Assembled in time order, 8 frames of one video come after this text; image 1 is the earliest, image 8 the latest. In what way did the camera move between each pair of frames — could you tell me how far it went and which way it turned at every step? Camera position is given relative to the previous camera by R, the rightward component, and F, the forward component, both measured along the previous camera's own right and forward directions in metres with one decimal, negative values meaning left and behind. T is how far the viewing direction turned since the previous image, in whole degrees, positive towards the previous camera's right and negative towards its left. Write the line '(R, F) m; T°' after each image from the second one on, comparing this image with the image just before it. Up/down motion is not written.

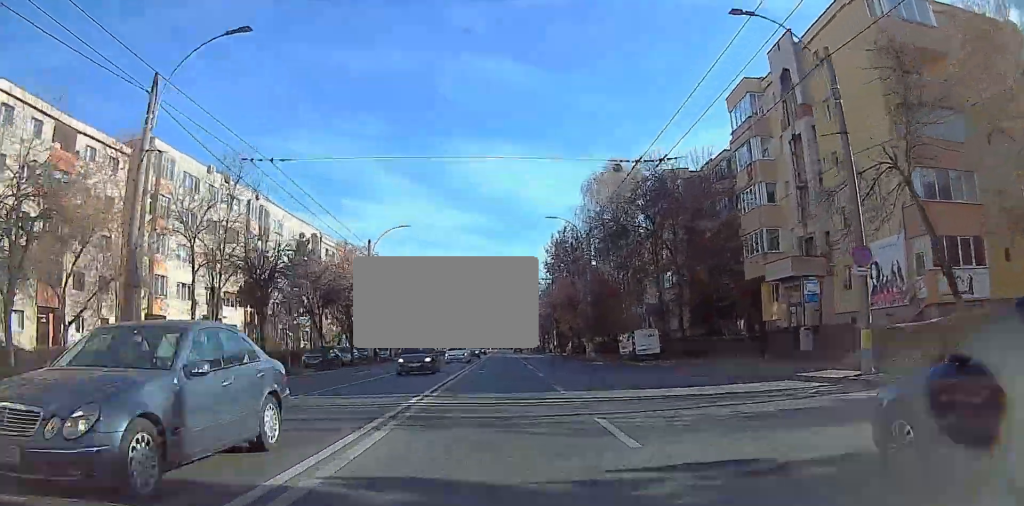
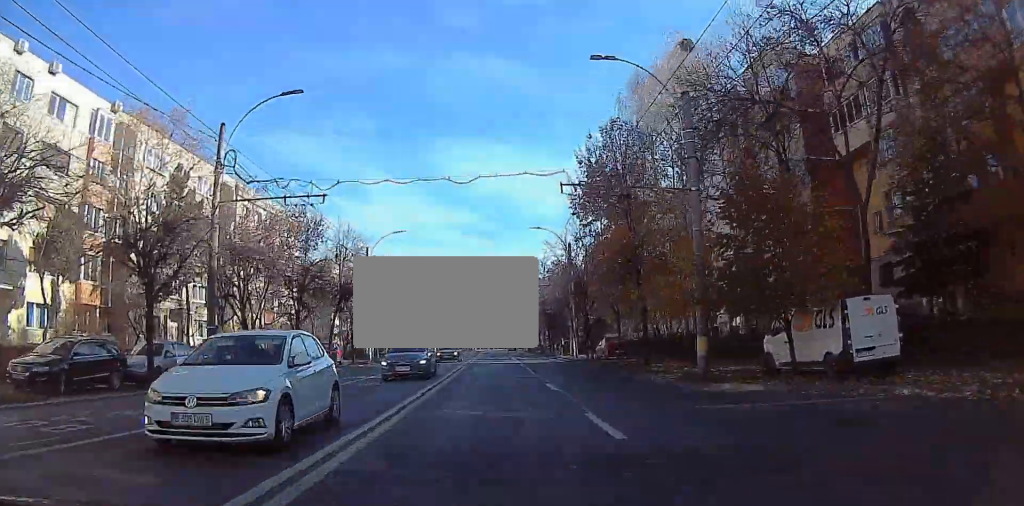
(+0.1, +25.6) m; 0°
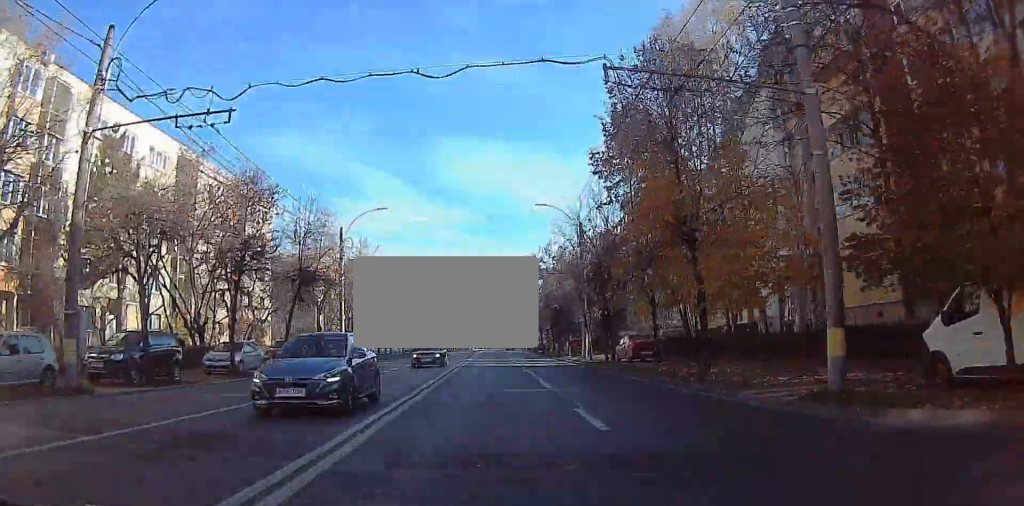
(0.0, +8.0) m; 0°
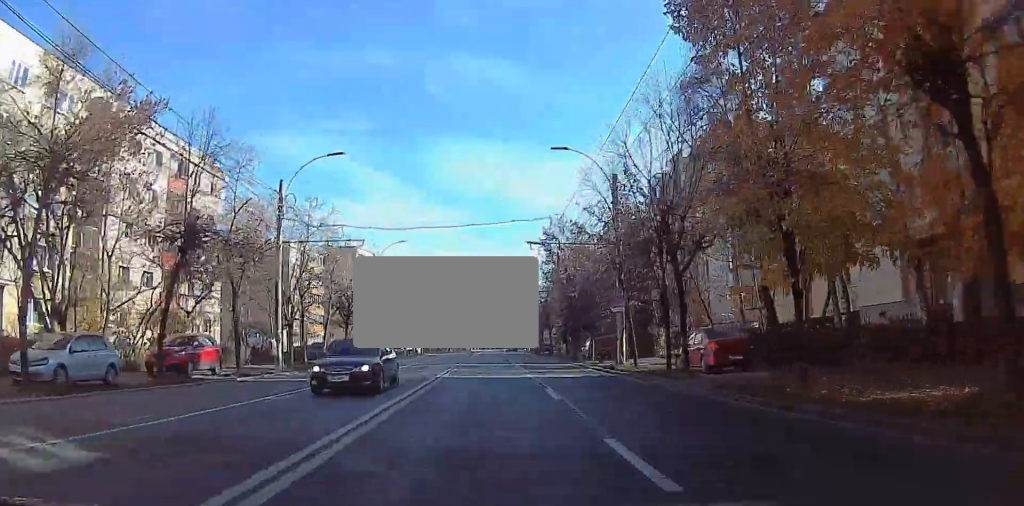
(0.0, +12.2) m; +1°
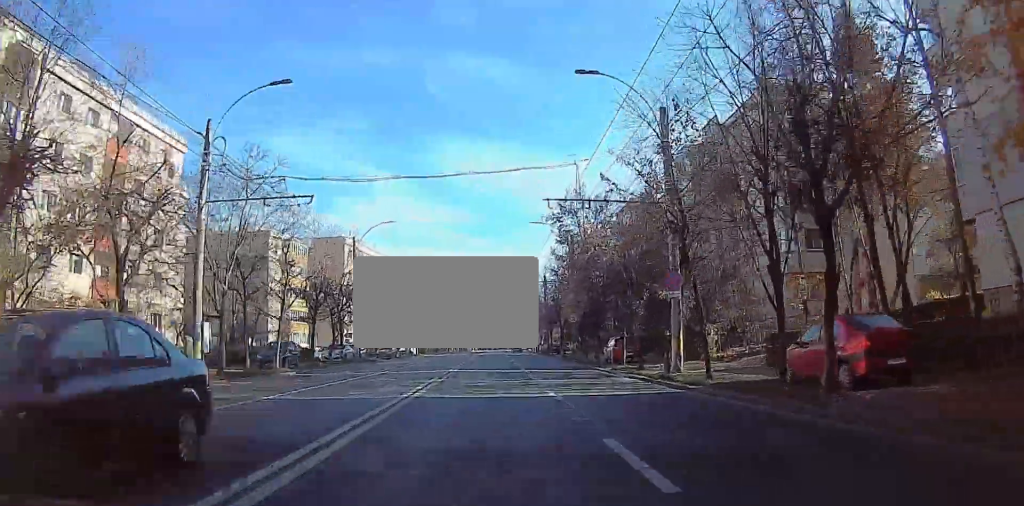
(-0.1, +8.4) m; +1°
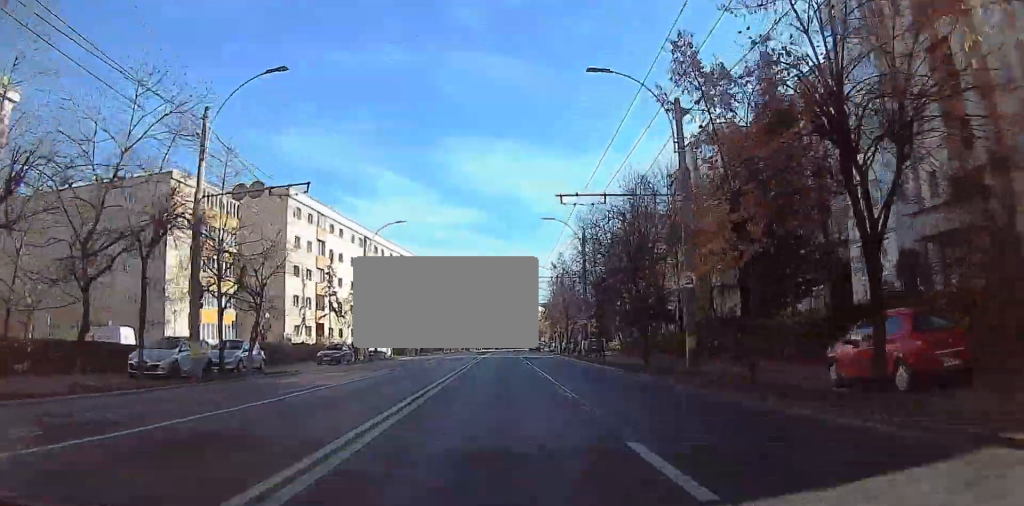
(+0.8, +24.2) m; +2°
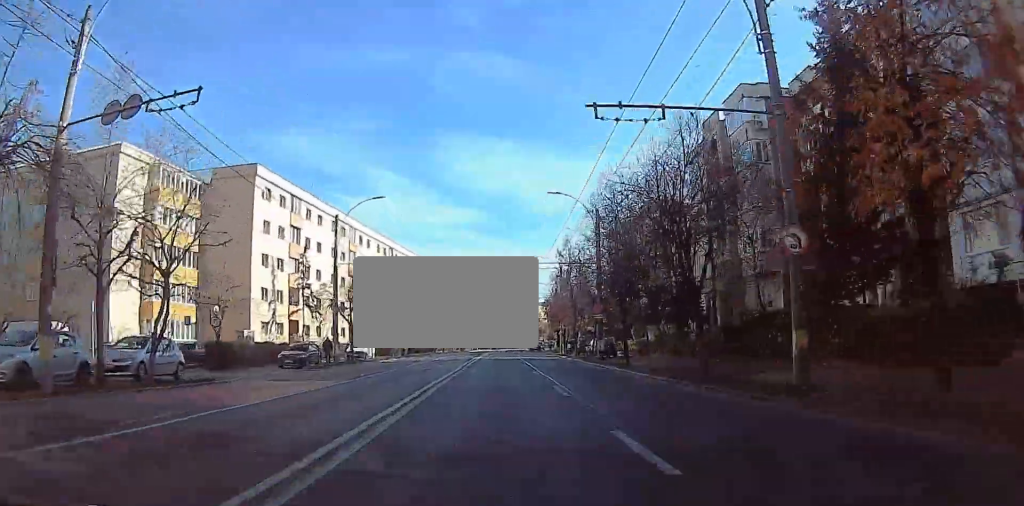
(0.0, +6.9) m; 0°
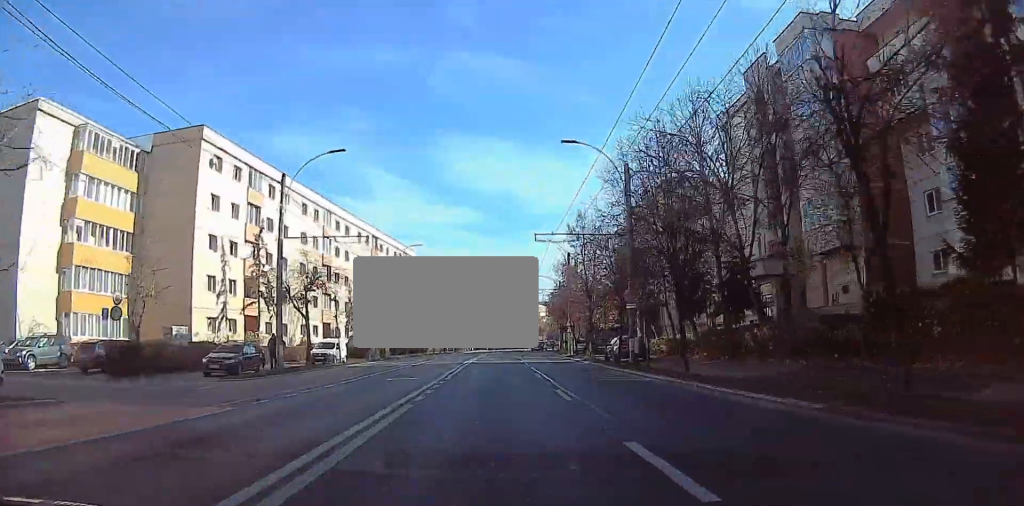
(0.0, +8.8) m; 0°
